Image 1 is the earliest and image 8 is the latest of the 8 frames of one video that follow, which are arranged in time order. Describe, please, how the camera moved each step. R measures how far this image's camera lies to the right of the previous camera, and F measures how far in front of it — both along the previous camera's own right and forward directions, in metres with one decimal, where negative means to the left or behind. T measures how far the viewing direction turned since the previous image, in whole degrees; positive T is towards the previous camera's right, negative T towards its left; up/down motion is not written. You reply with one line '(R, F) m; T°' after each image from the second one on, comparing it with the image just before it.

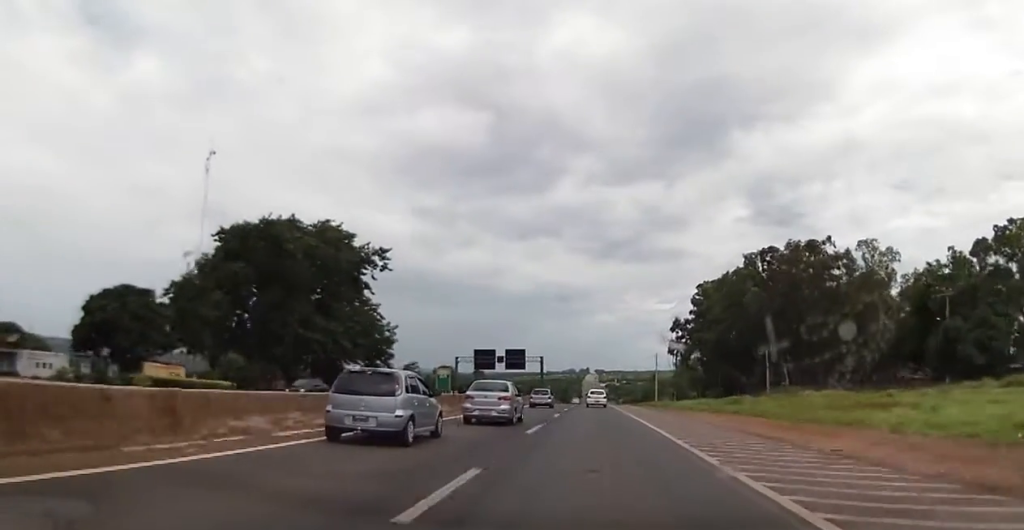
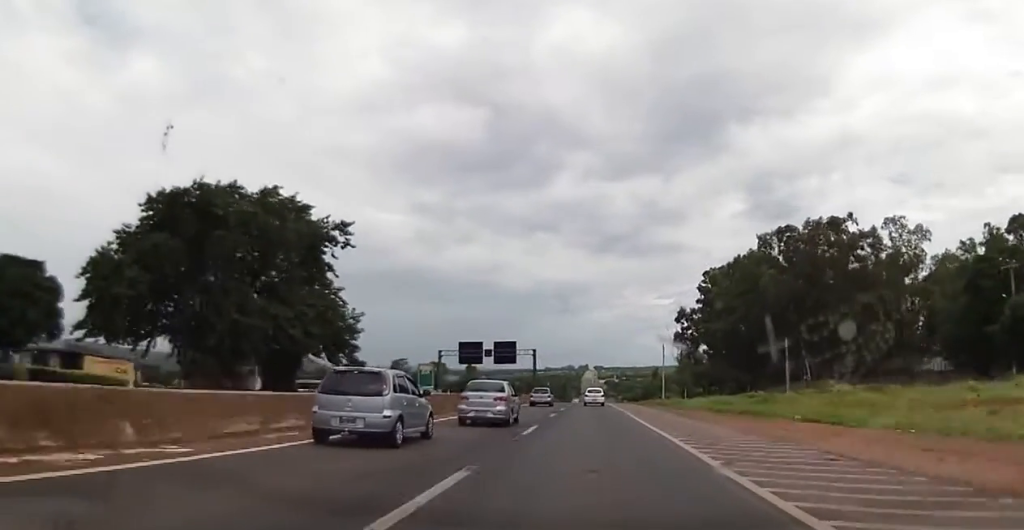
(0.0, +12.8) m; -1°
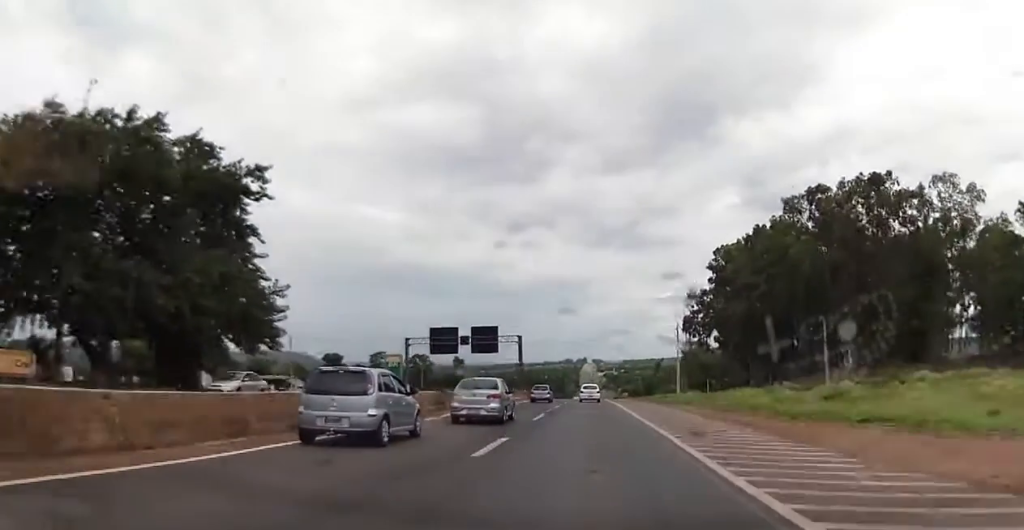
(-0.2, +18.8) m; 0°
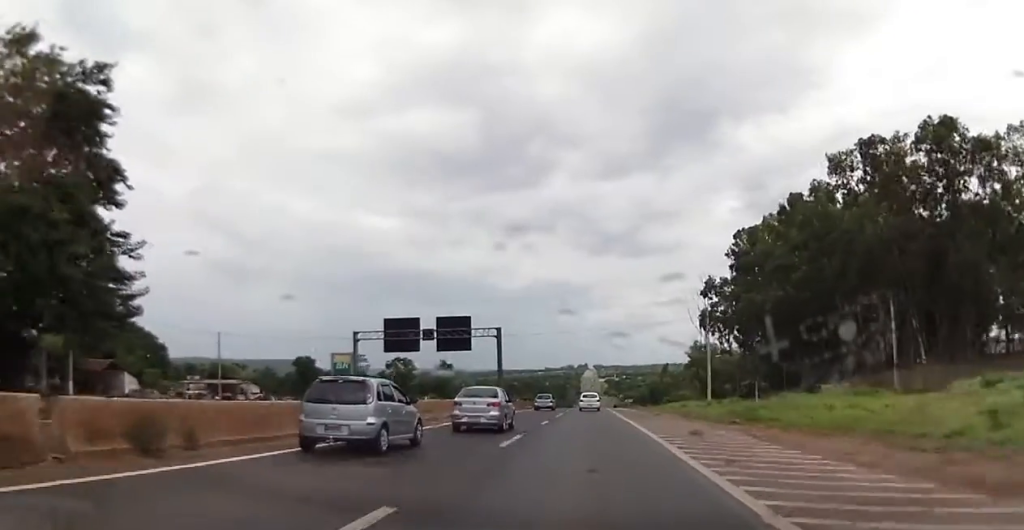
(+0.1, +20.8) m; +1°
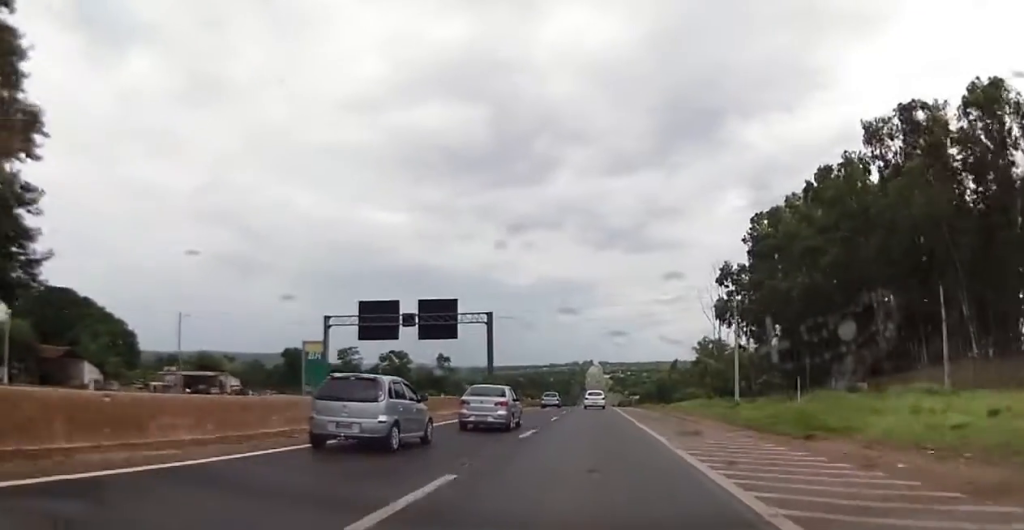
(+0.1, +9.4) m; 0°
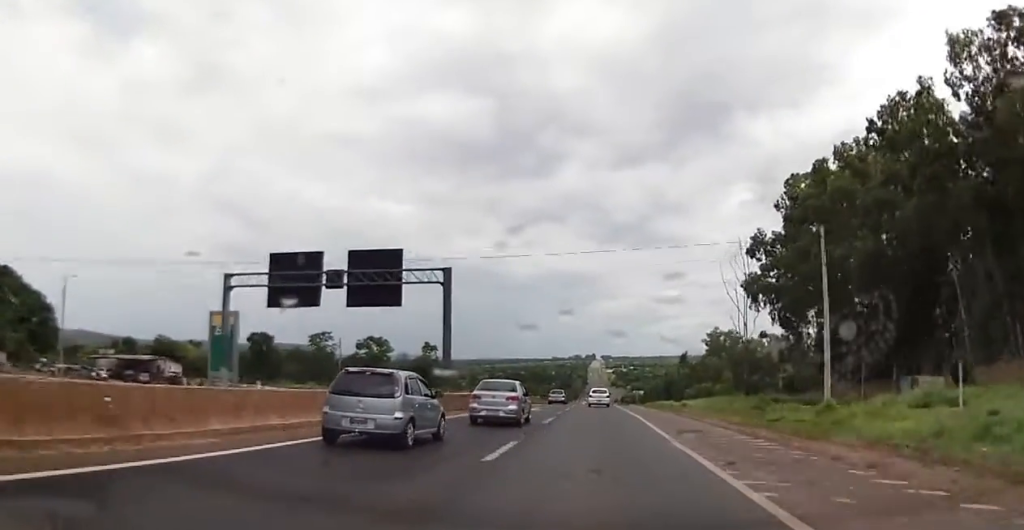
(0.0, +18.3) m; -2°
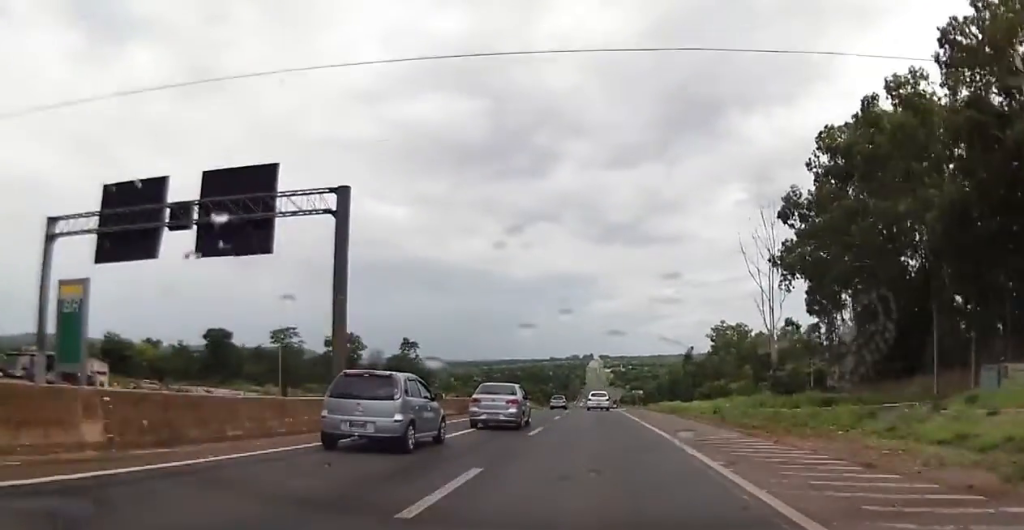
(-0.5, +16.9) m; 0°
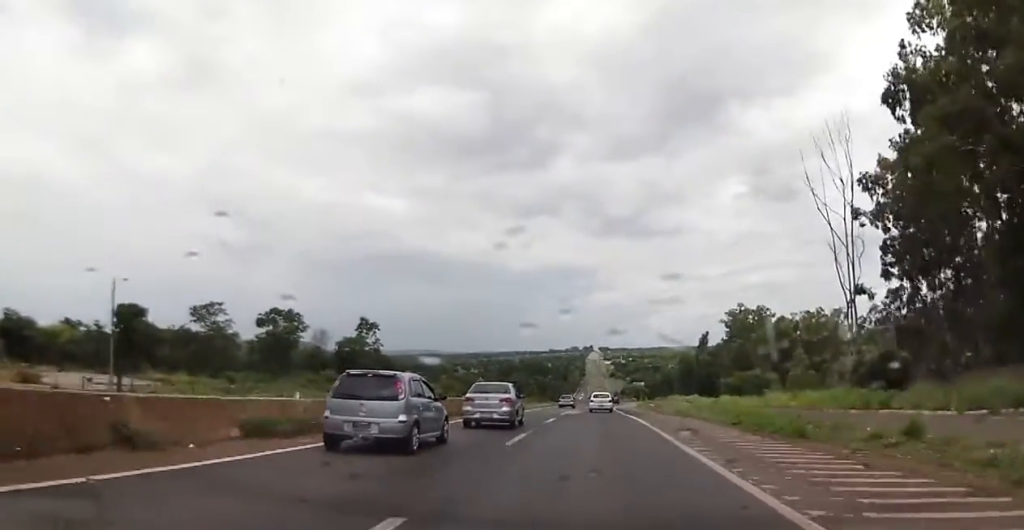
(+0.6, +27.3) m; +1°
